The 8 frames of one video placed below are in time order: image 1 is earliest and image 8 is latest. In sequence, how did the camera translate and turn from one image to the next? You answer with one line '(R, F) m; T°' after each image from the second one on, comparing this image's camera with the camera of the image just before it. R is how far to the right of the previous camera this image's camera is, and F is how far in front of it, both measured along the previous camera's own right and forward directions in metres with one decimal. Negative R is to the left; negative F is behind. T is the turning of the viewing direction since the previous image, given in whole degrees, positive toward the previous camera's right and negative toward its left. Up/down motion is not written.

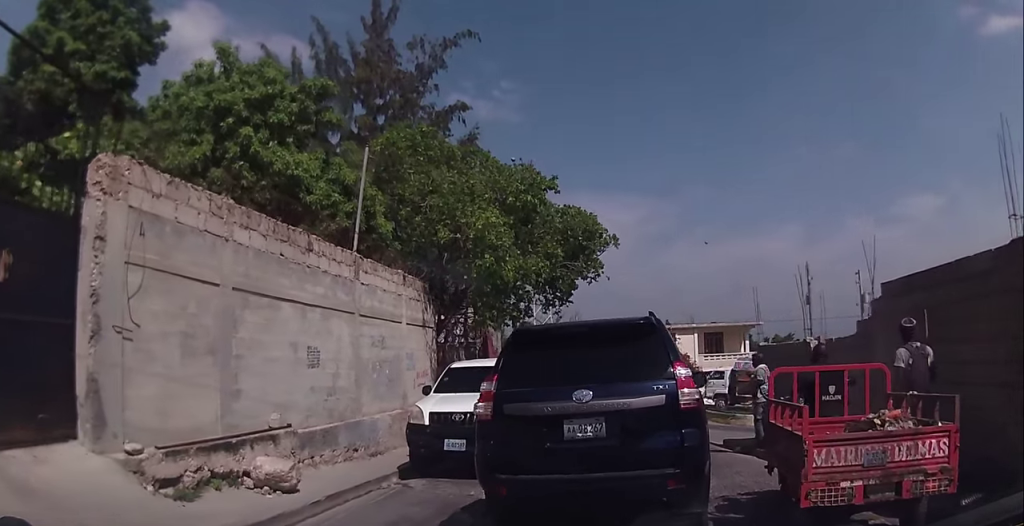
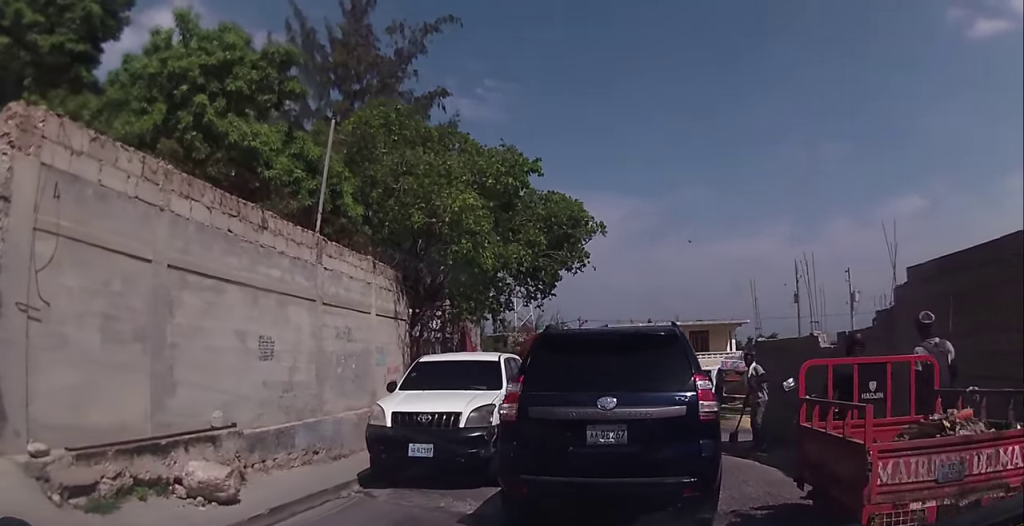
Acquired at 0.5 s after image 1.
(0.0, +1.0) m; -3°
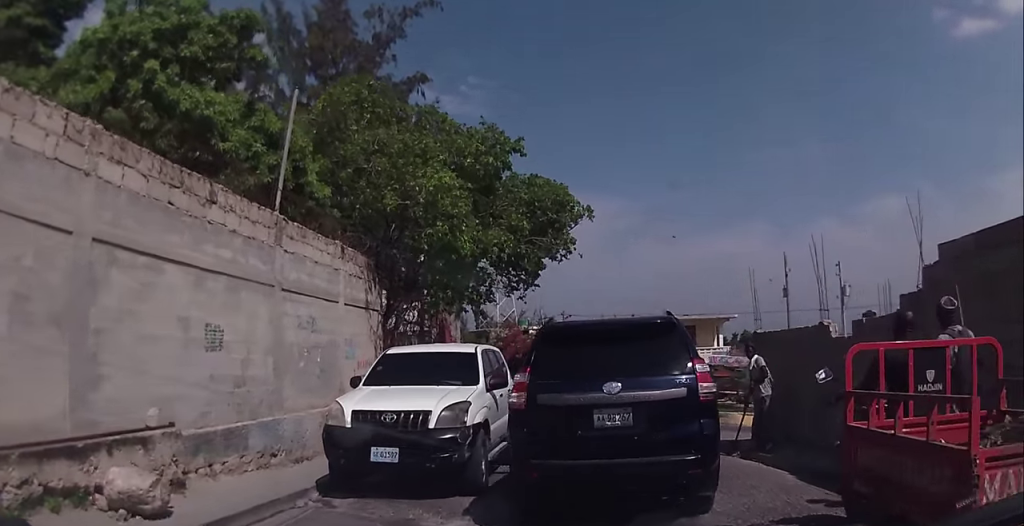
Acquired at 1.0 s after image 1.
(0.0, +1.0) m; -4°
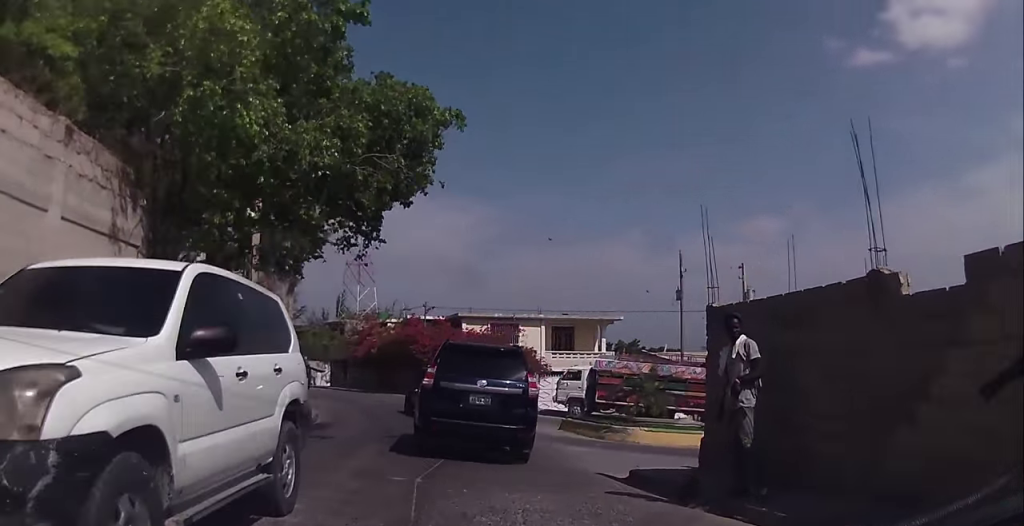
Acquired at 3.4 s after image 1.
(+1.6, +4.1) m; +26°
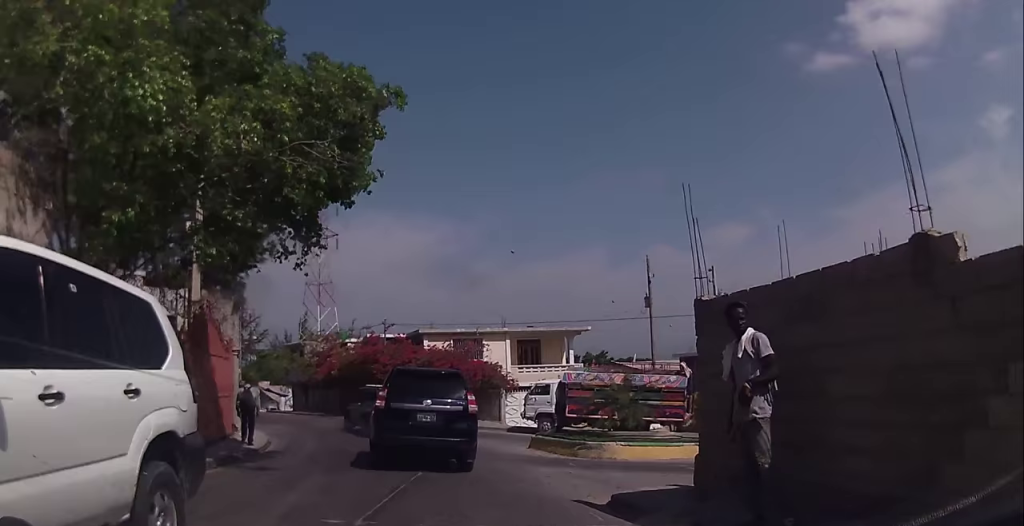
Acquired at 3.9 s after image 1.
(-0.4, +1.3) m; -6°
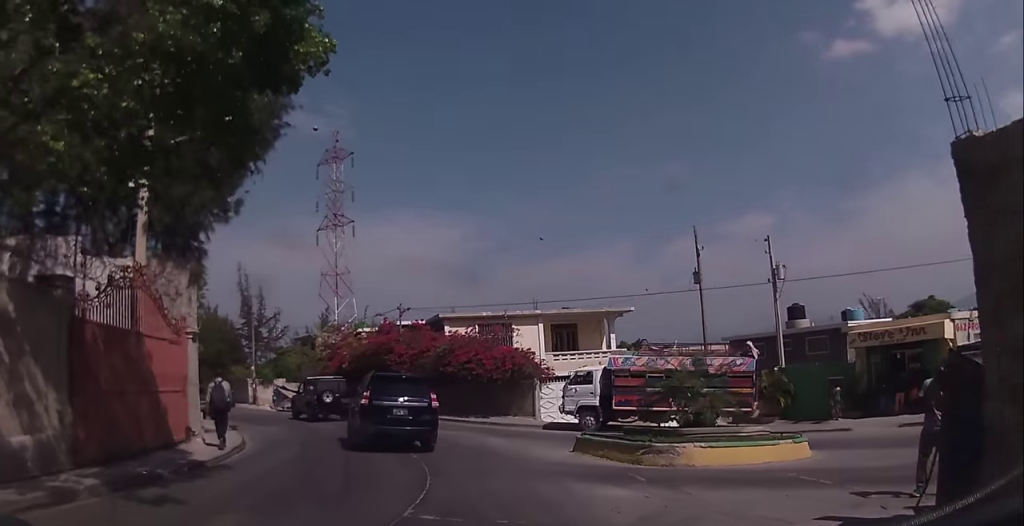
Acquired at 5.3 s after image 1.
(+0.1, +4.2) m; +2°
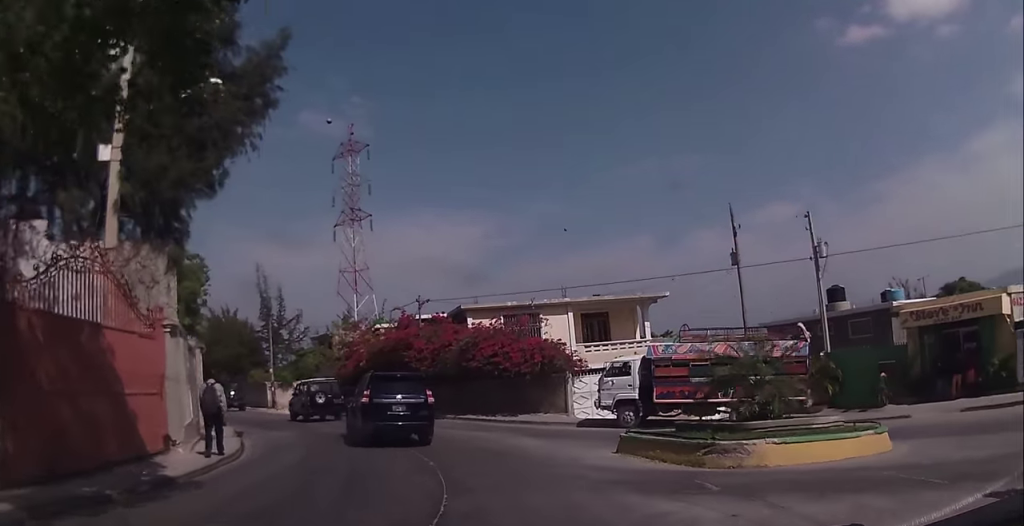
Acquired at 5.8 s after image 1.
(0.0, +1.9) m; -2°
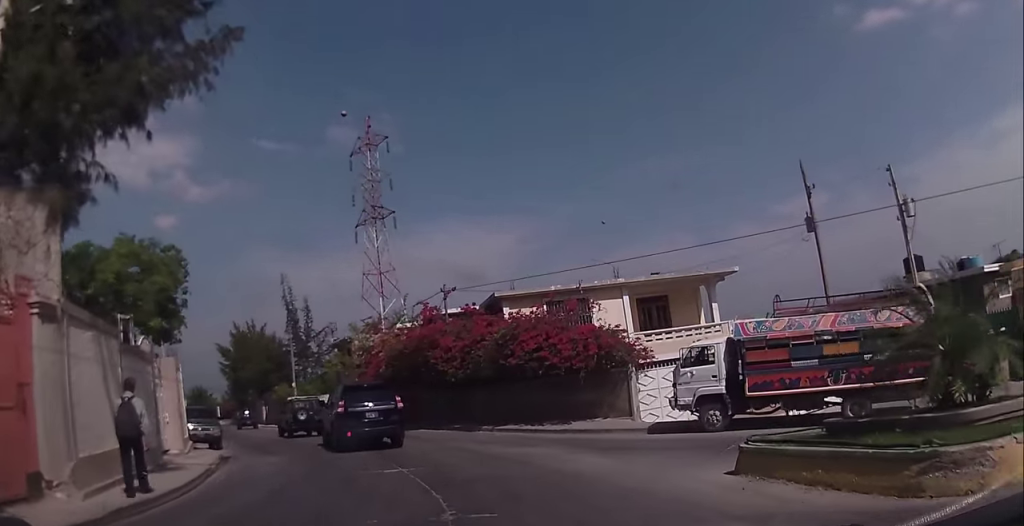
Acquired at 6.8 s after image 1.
(-0.1, +4.2) m; -10°
